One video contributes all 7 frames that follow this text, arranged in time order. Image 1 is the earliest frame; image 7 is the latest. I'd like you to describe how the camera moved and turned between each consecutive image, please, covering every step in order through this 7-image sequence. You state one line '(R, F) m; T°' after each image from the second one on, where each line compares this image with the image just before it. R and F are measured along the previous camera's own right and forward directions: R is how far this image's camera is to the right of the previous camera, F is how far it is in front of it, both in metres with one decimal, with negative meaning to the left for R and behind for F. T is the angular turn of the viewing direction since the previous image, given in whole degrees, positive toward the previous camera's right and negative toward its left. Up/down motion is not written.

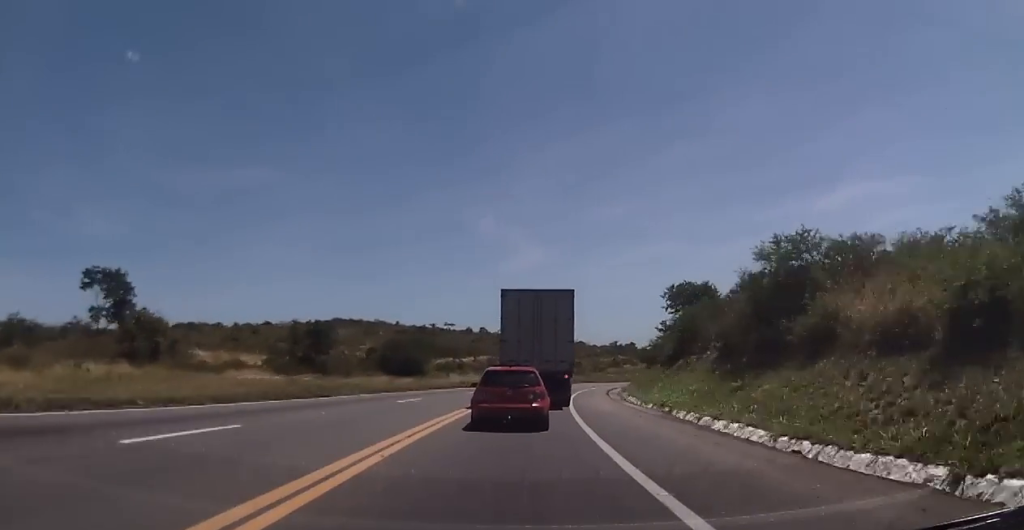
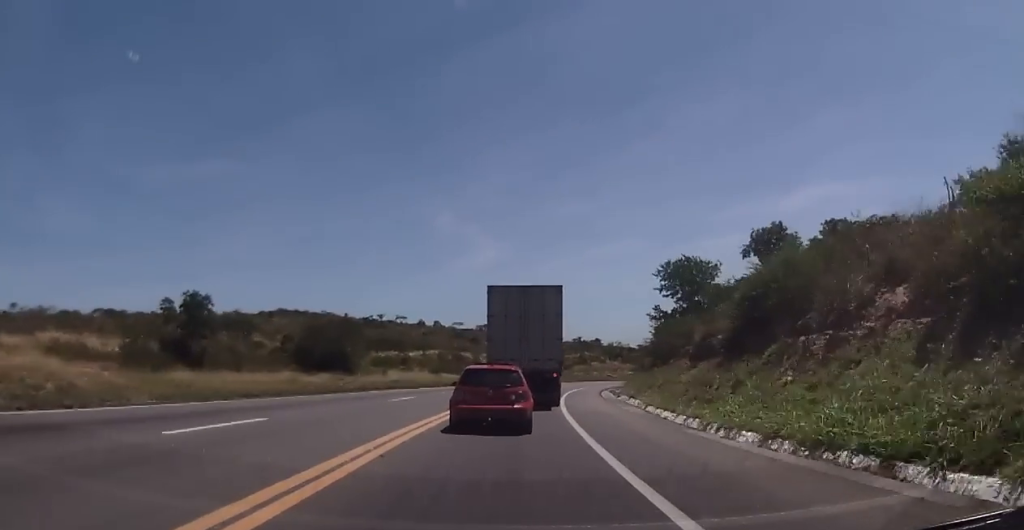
(+0.5, +17.6) m; +4°
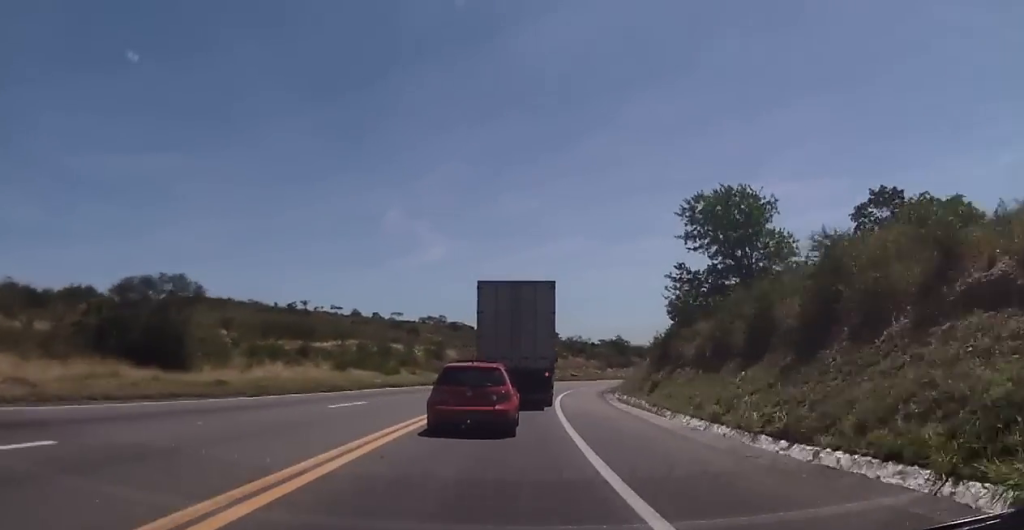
(+1.1, +25.5) m; +5°
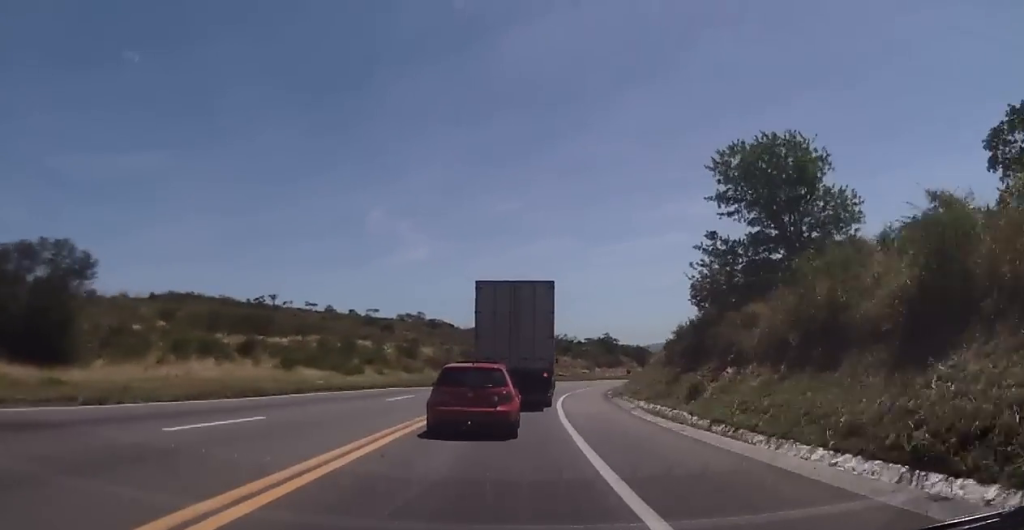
(-0.1, +10.0) m; +2°
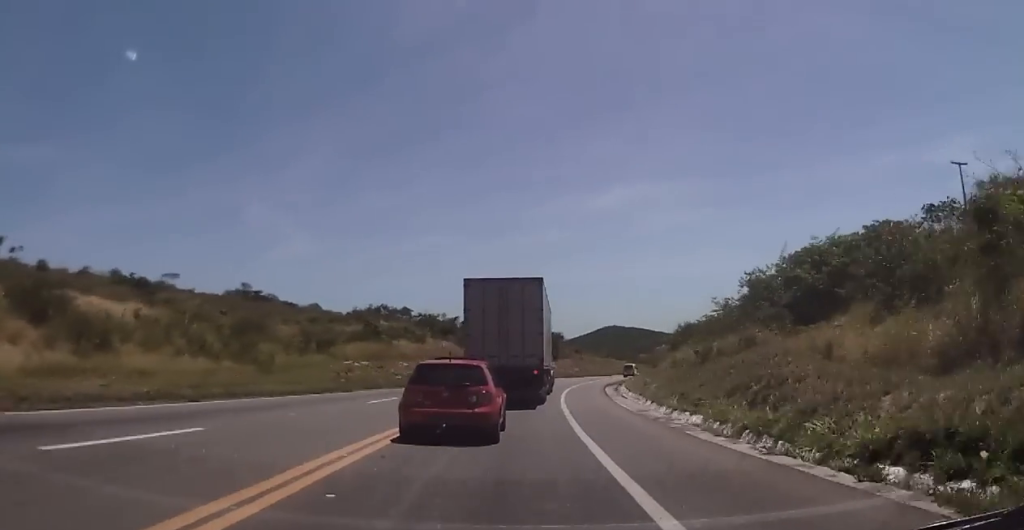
(+5.4, +55.5) m; +11°
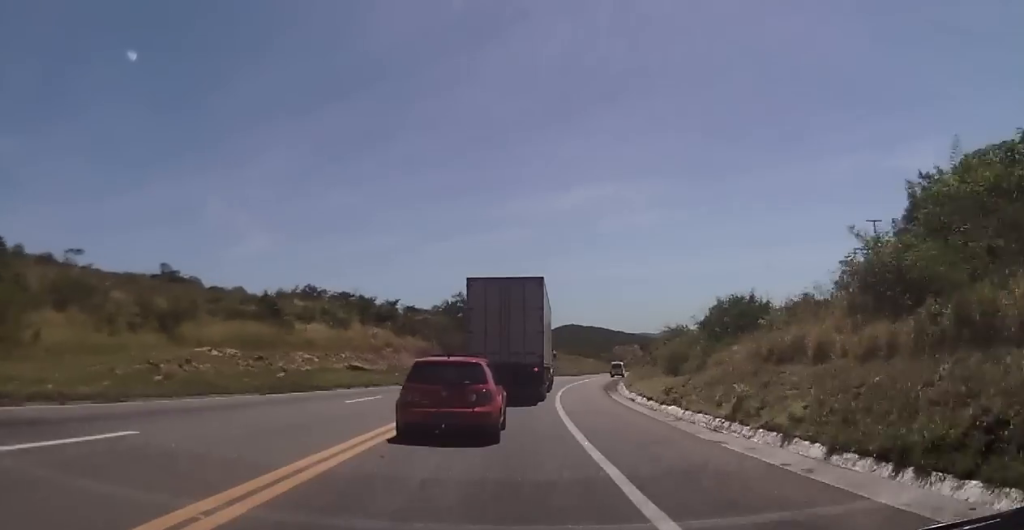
(+0.6, +19.5) m; +2°
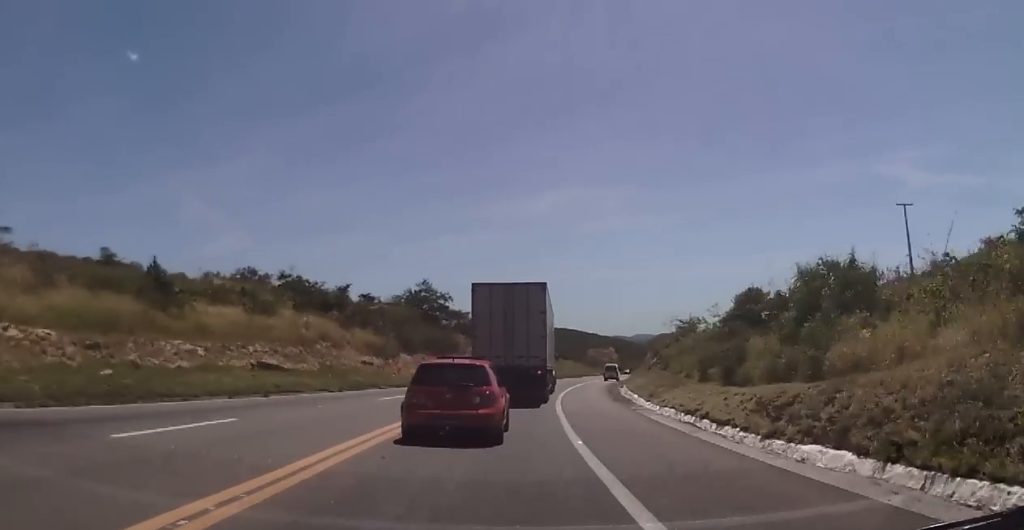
(+0.1, +13.5) m; +2°
